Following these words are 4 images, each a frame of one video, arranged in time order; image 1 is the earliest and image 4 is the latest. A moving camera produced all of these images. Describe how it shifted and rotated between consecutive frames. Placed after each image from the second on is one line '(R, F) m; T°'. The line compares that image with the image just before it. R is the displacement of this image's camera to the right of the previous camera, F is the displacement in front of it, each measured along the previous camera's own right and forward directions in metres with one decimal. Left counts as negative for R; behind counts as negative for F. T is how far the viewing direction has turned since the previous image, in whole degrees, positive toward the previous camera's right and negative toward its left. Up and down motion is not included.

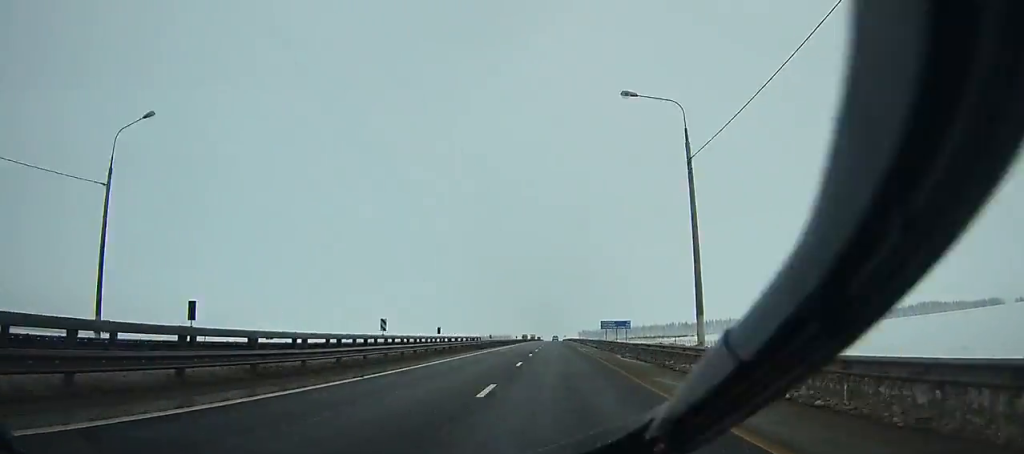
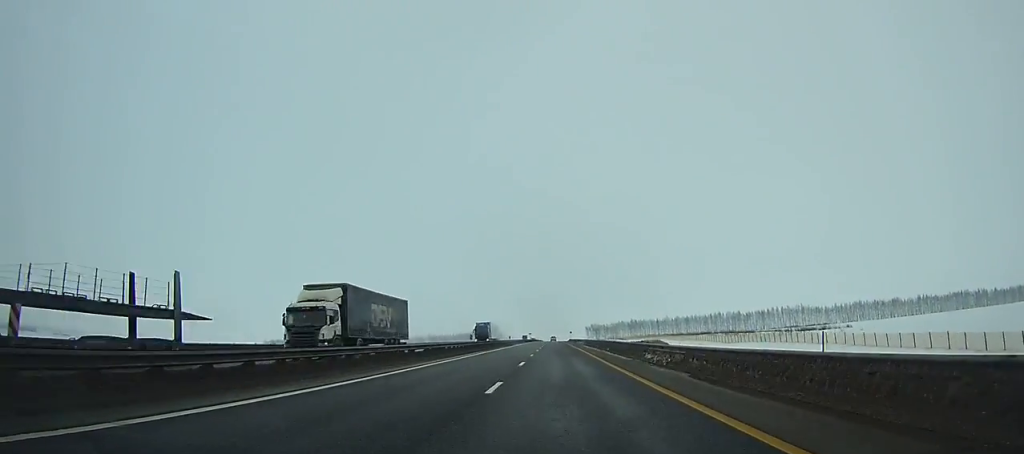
(-0.6, +164.4) m; 0°
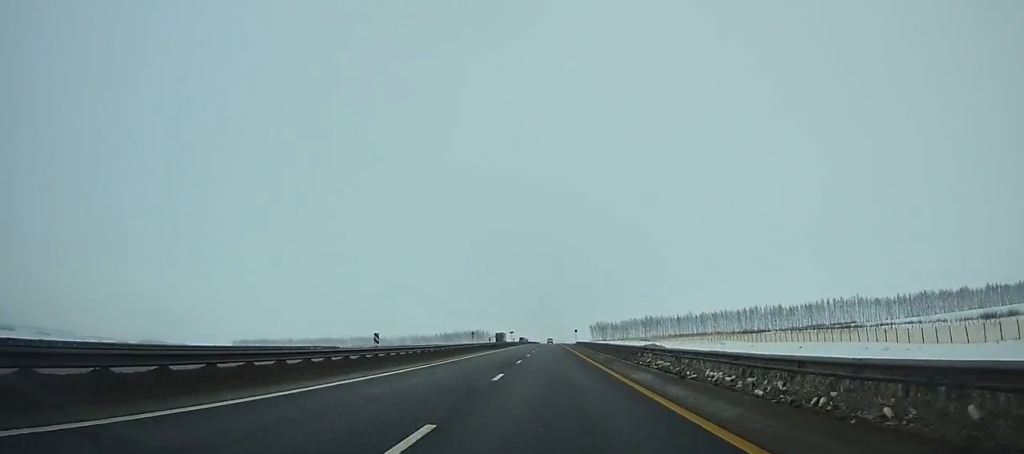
(+0.3, +77.1) m; 0°
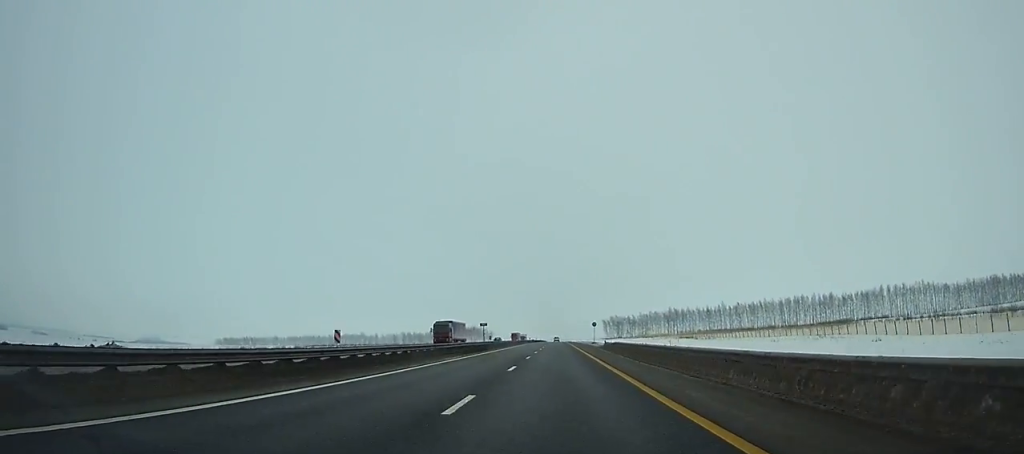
(+0.1, +55.1) m; 0°
